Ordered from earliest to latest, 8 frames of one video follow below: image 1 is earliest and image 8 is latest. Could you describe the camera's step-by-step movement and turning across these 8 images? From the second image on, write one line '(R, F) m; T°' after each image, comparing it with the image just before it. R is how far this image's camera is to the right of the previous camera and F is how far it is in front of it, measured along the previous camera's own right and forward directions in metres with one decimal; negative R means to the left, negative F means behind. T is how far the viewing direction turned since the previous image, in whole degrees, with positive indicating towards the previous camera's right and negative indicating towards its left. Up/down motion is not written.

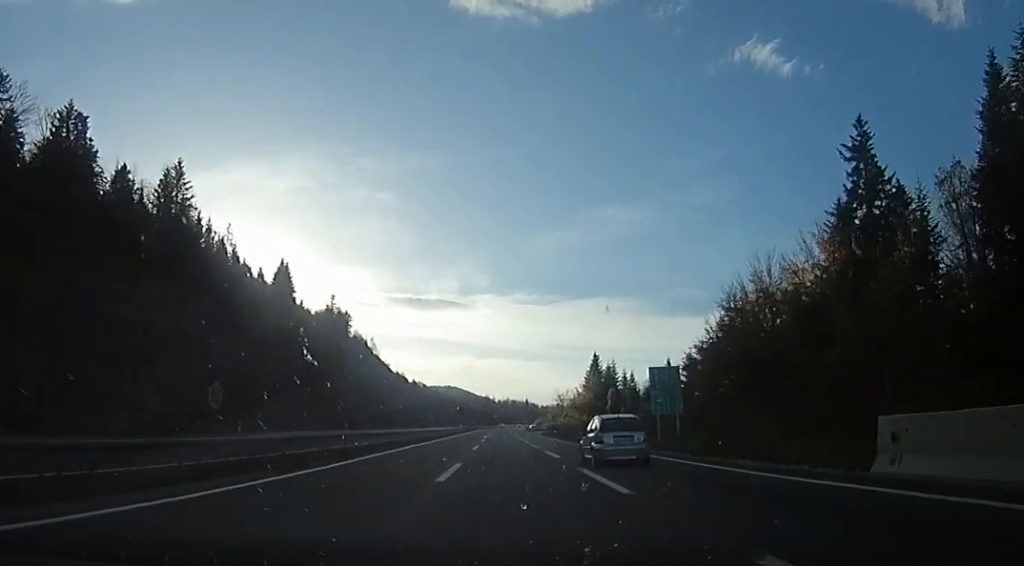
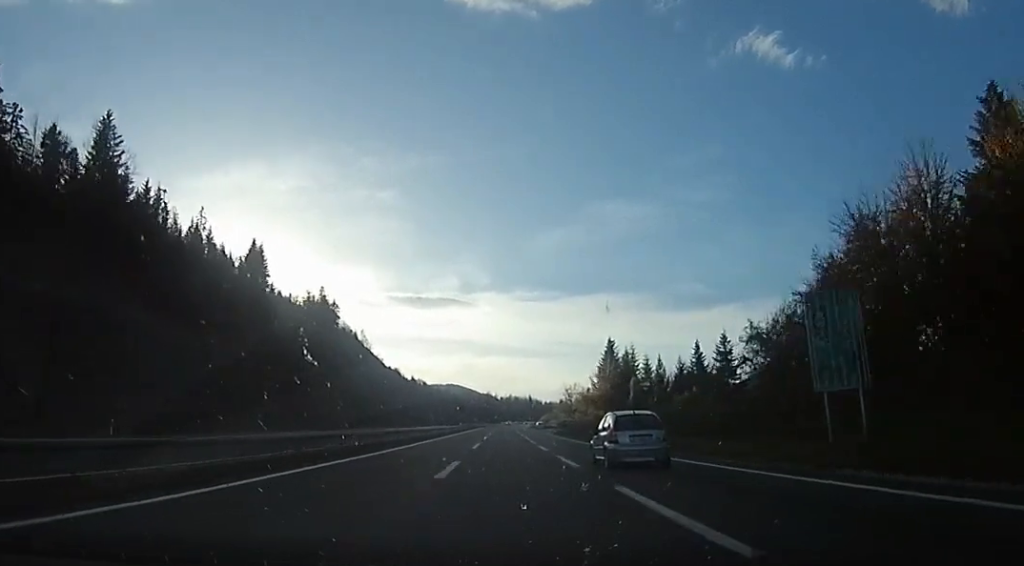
(+0.1, +17.7) m; -2°
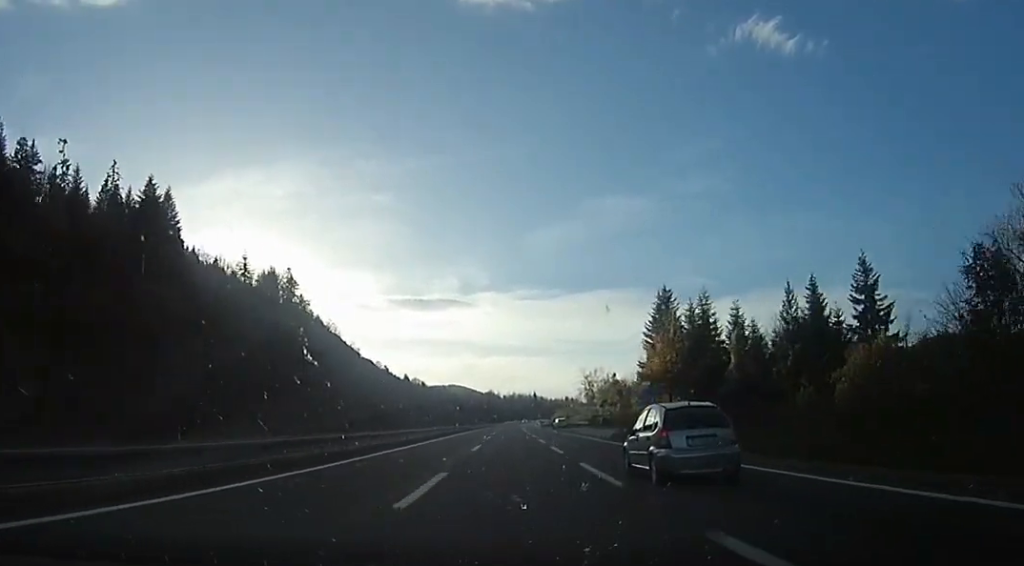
(-1.4, +41.0) m; -1°
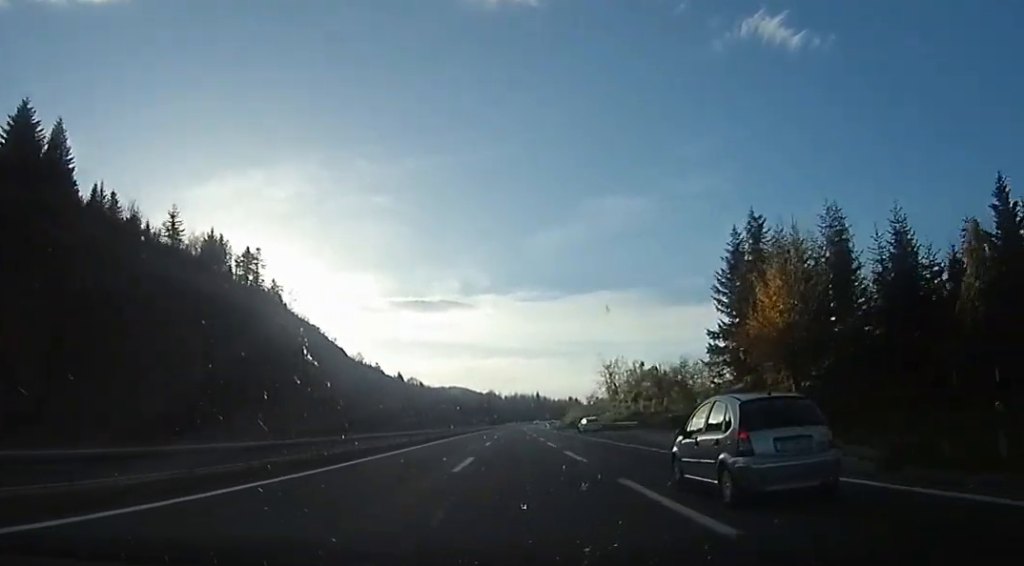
(+1.0, +28.9) m; +2°
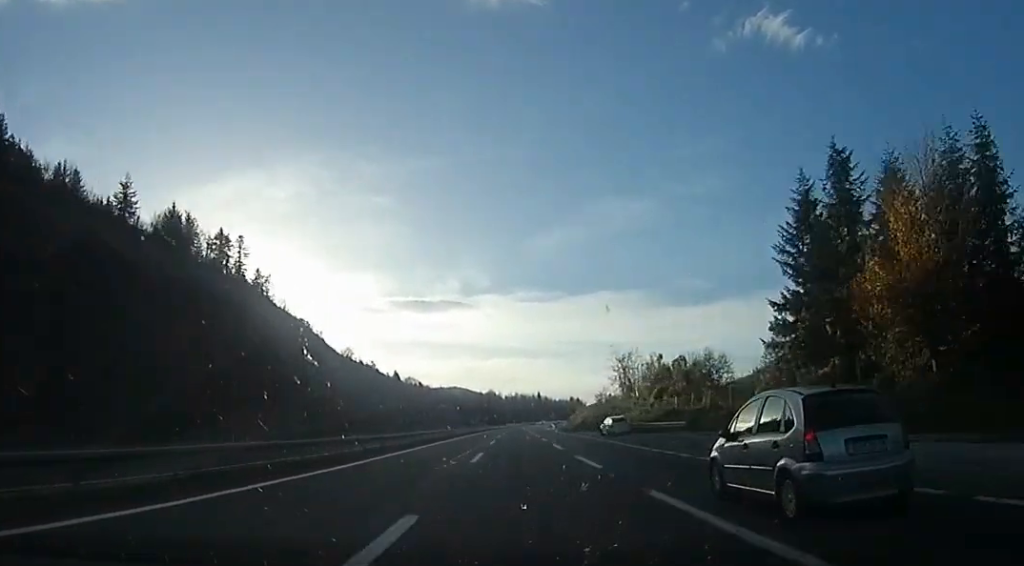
(+0.1, +13.8) m; 0°
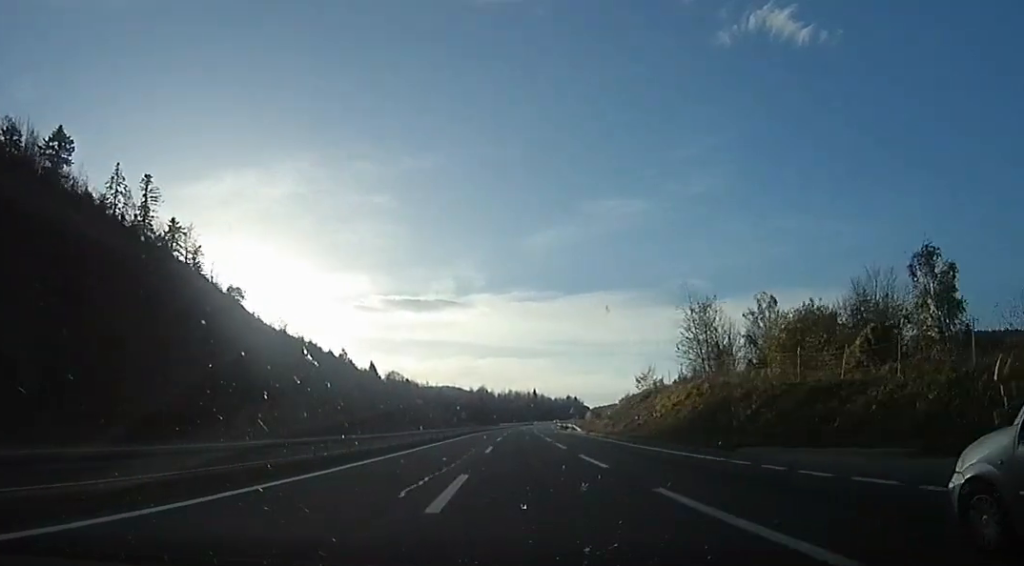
(+0.2, +47.8) m; 0°
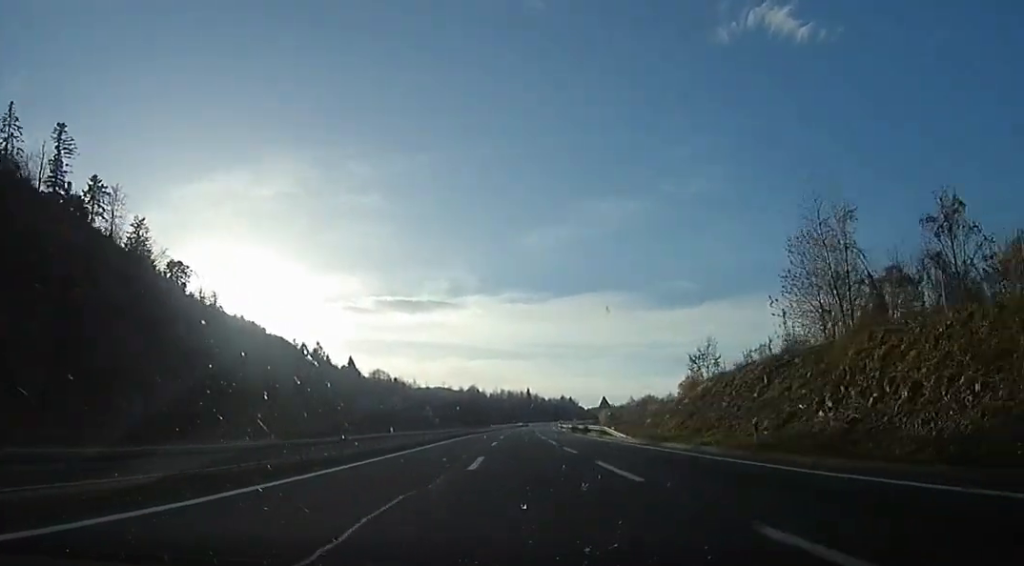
(0.0, +28.0) m; 0°
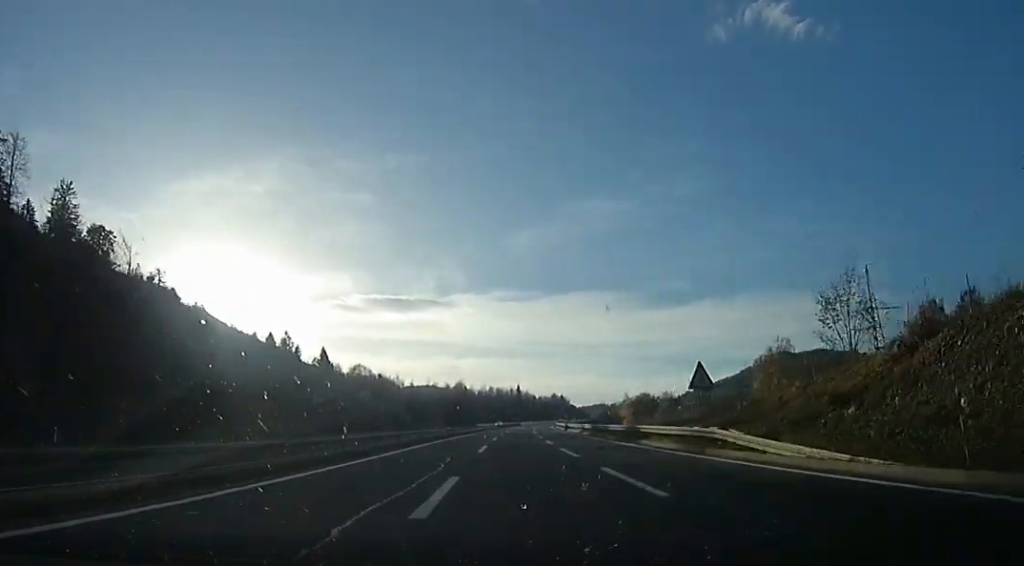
(-0.1, +26.4) m; 0°
